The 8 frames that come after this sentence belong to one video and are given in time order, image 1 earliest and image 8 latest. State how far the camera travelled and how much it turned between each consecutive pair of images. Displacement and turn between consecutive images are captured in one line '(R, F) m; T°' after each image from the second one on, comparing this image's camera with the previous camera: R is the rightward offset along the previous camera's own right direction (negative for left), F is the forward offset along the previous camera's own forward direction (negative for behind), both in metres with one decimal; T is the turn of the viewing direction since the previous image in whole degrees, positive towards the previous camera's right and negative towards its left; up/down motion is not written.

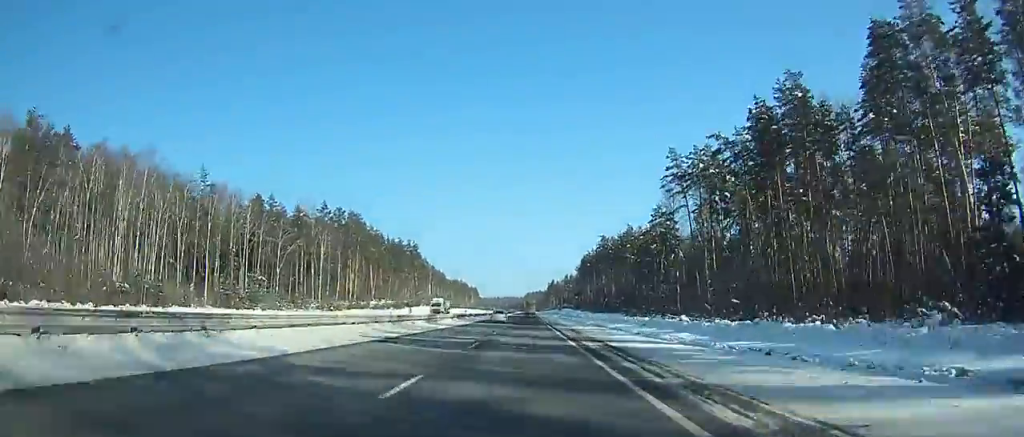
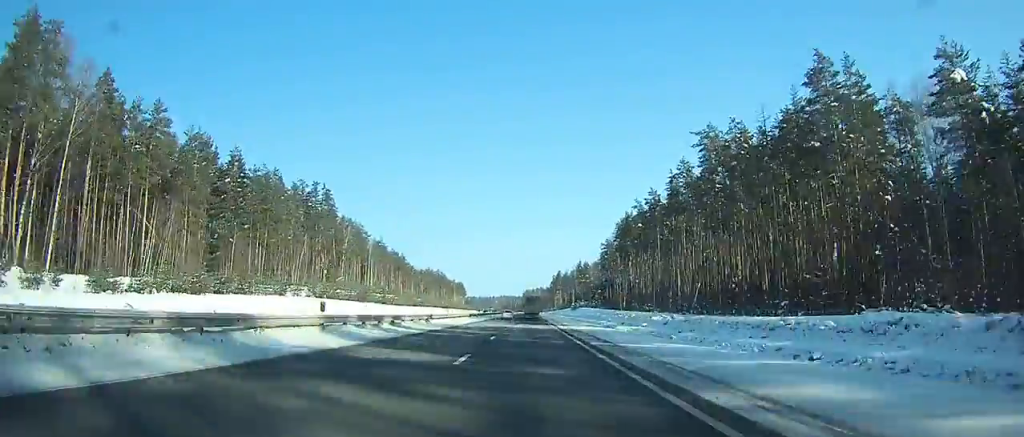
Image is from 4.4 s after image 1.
(-0.1, +126.3) m; 0°
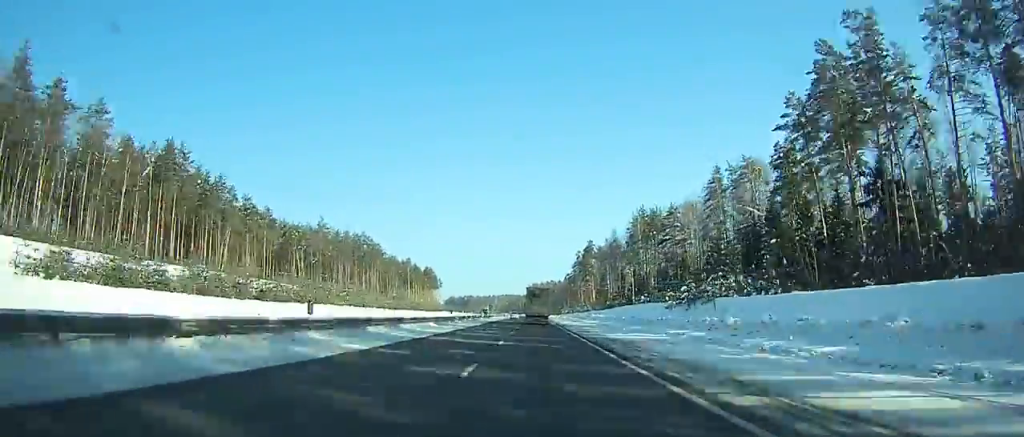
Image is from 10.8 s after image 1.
(-0.4, +183.8) m; -1°
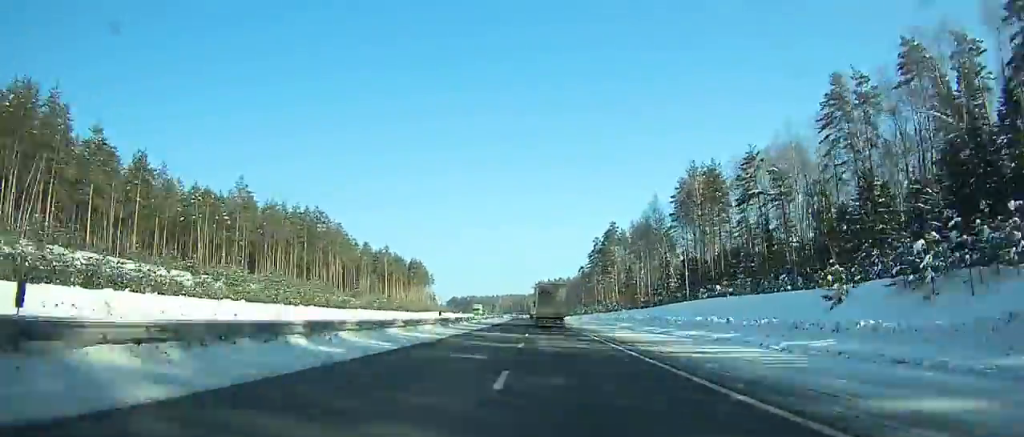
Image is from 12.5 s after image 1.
(-0.1, +49.0) m; -1°
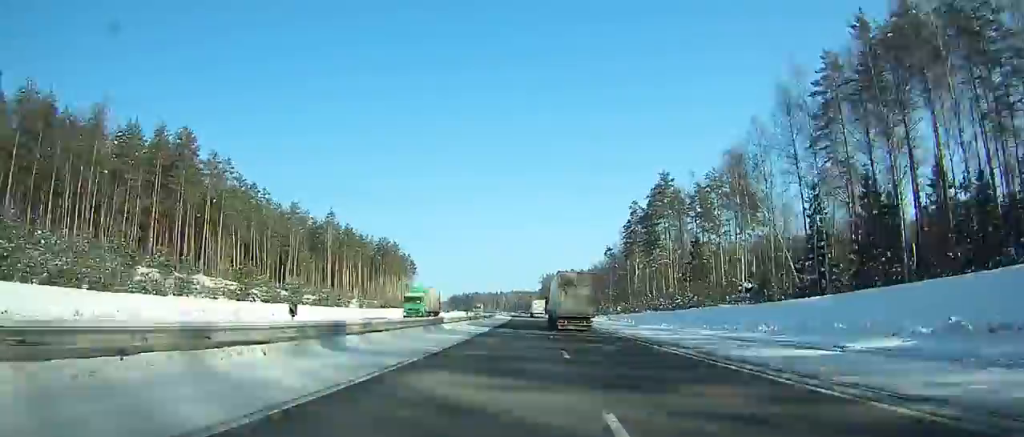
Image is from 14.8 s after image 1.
(-0.5, +66.8) m; -1°
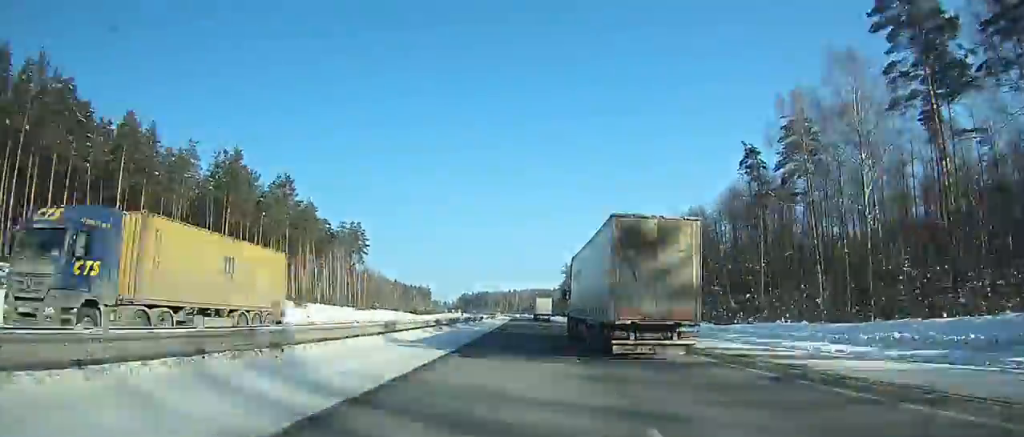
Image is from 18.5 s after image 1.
(-1.2, +108.3) m; -2°
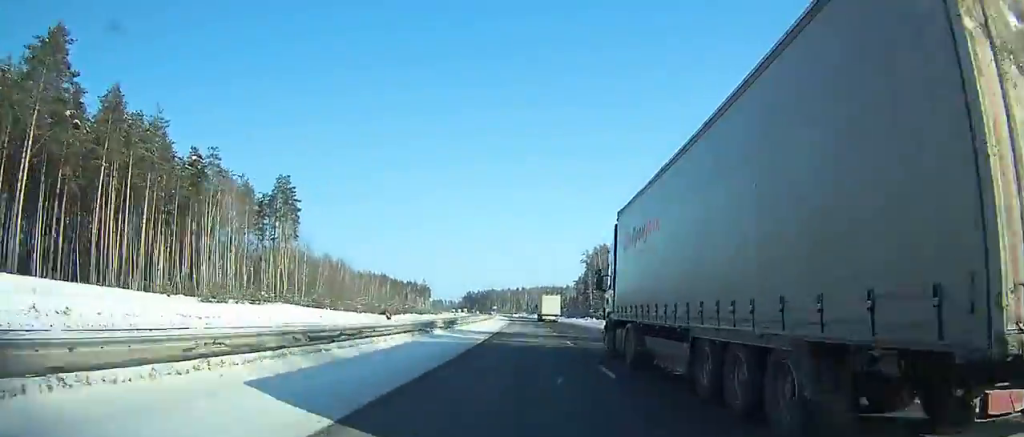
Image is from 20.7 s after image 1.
(-0.8, +65.2) m; -1°
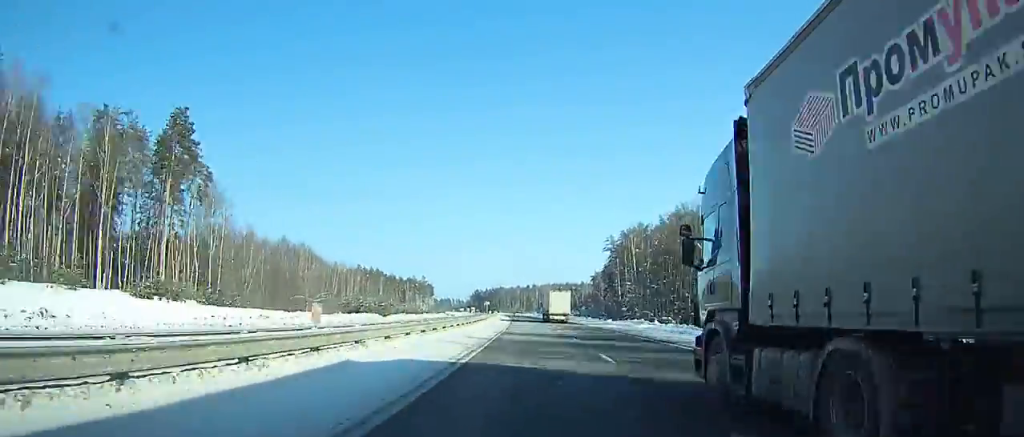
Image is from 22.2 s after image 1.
(-0.4, +44.8) m; -1°
